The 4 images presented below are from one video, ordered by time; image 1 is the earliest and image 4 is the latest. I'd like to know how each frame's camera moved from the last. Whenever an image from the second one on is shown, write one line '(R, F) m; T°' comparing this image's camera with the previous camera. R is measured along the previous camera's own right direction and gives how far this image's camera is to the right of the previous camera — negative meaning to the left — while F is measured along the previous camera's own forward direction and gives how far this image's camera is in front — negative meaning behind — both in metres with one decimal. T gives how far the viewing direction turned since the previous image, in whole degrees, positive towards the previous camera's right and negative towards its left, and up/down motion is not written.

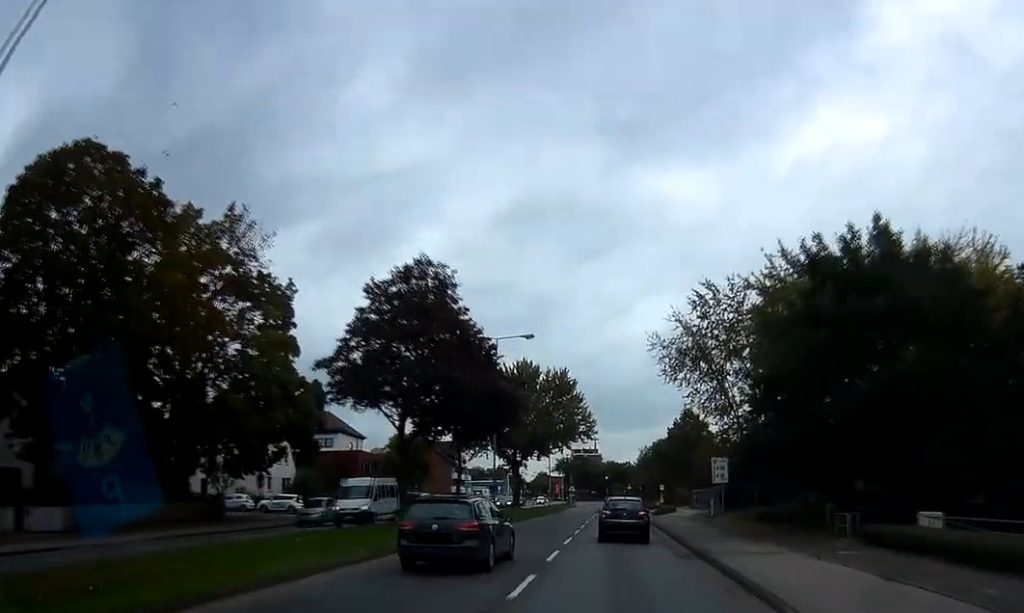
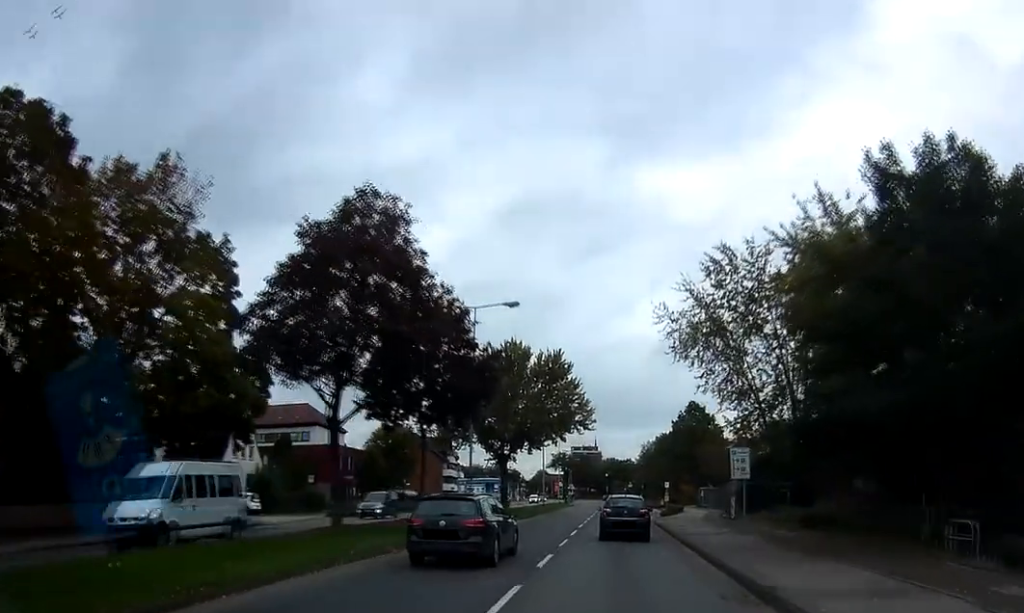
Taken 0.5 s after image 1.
(0.0, +8.5) m; 0°
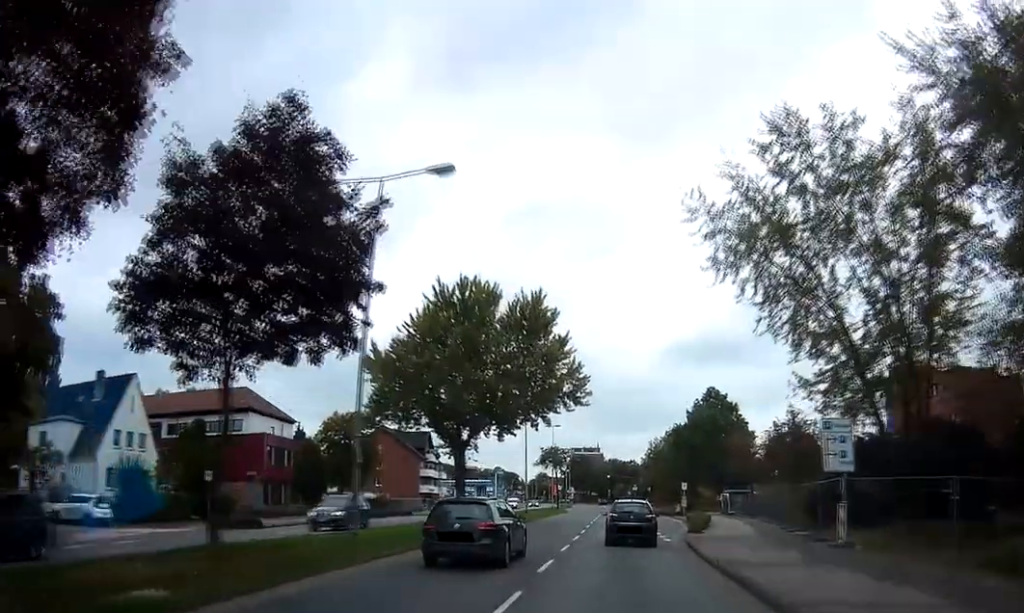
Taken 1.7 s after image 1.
(-0.1, +17.3) m; -1°
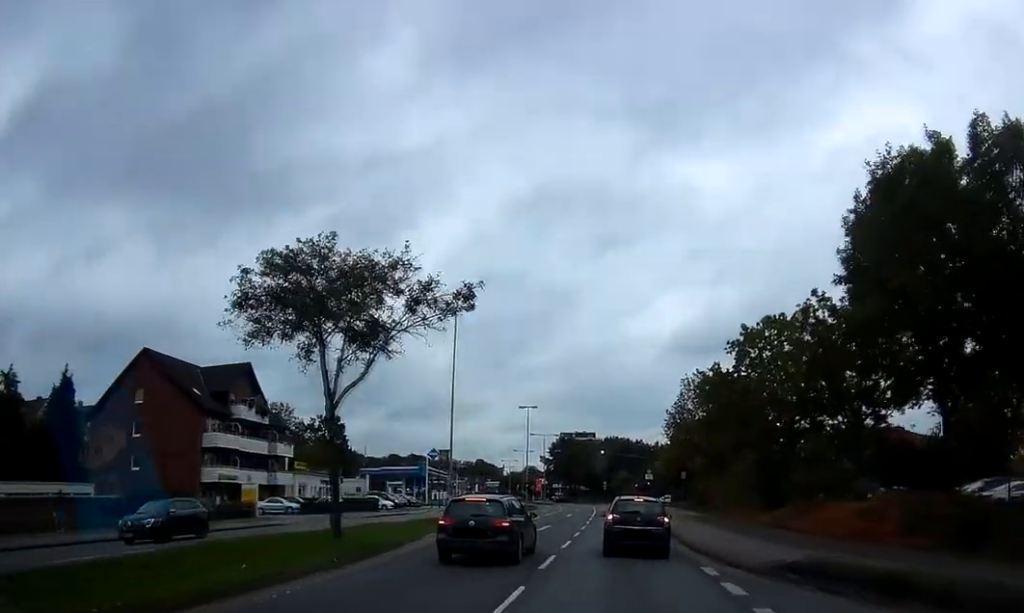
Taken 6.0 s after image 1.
(-0.3, +64.7) m; +1°
